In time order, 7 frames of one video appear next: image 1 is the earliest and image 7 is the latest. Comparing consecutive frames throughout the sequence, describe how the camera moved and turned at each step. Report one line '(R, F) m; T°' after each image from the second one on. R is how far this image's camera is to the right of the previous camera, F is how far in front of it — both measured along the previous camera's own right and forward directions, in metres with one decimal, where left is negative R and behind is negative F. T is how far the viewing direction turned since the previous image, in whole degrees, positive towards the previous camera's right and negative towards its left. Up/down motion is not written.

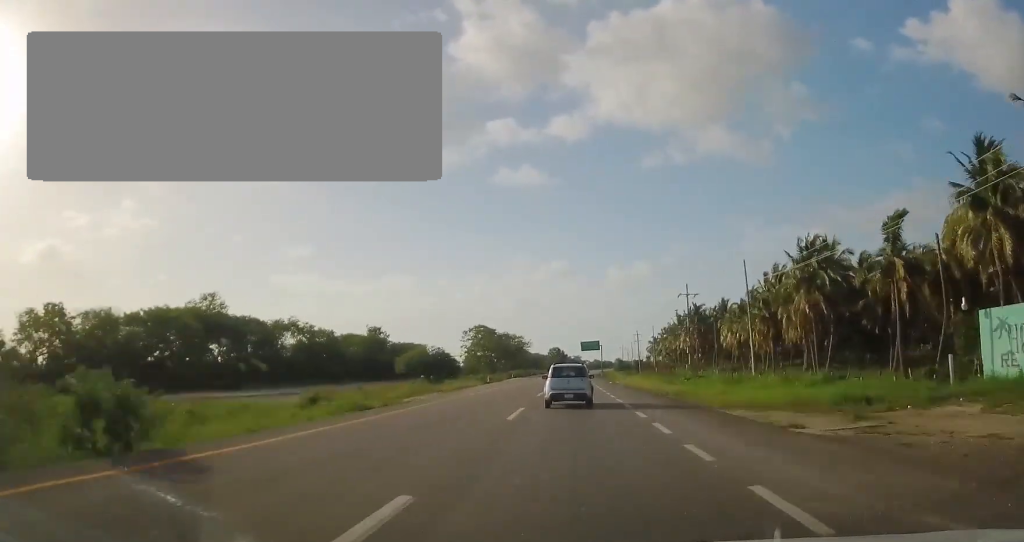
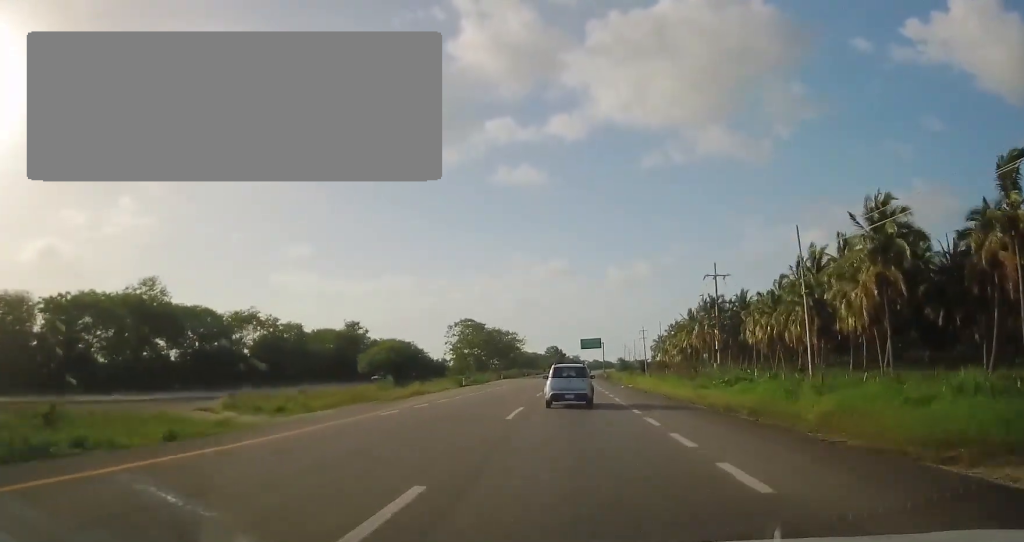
(+0.3, +14.5) m; +1°
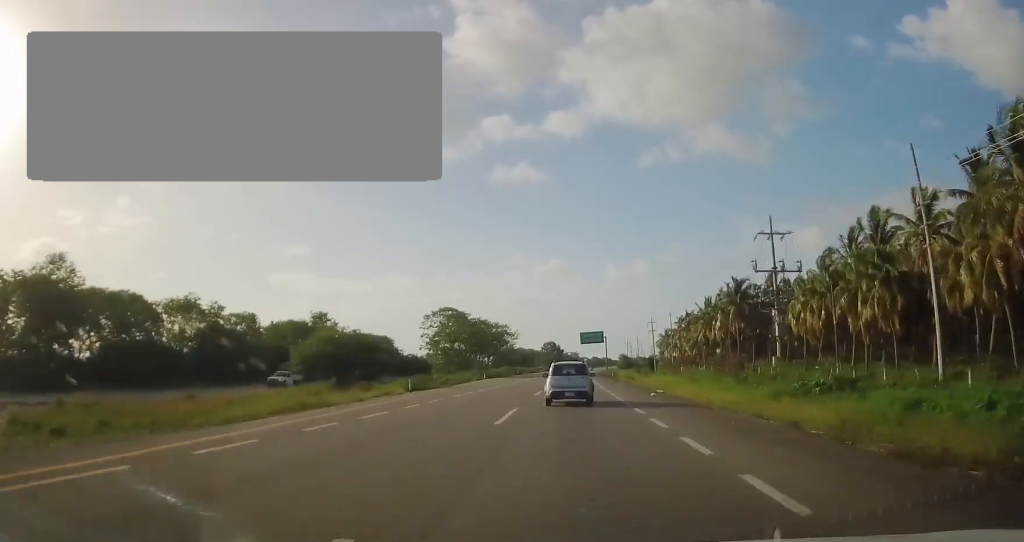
(0.0, +16.8) m; 0°
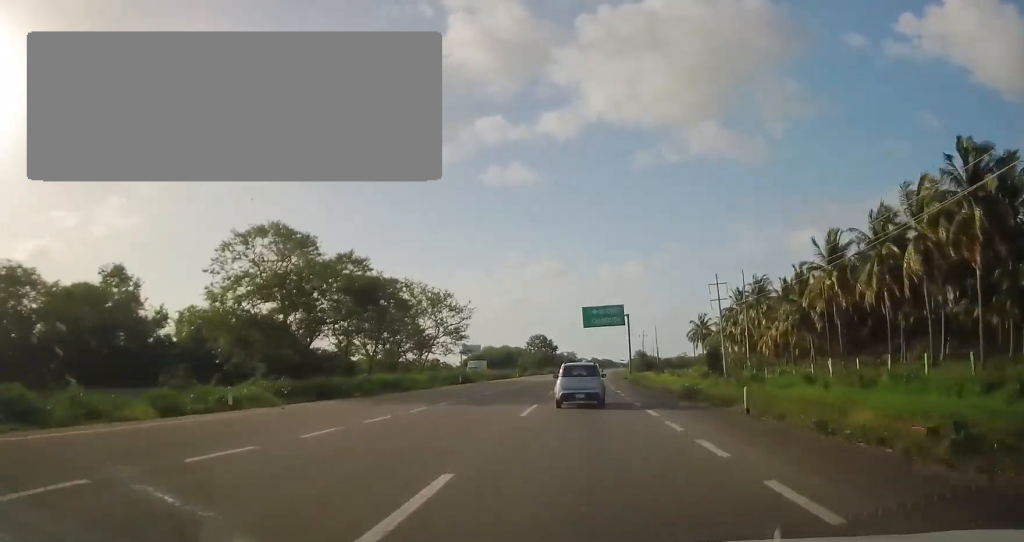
(+0.1, +55.7) m; 0°
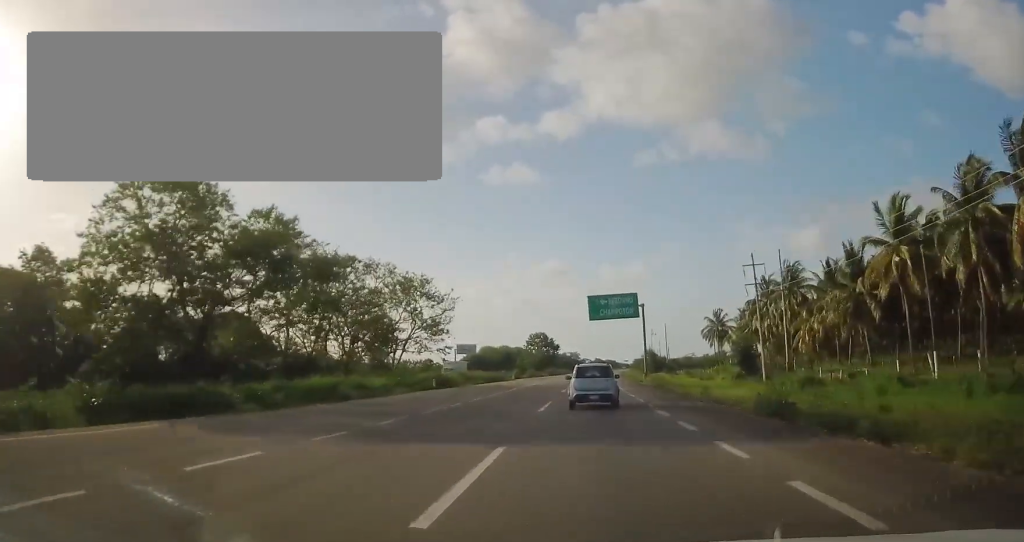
(0.0, +12.0) m; 0°
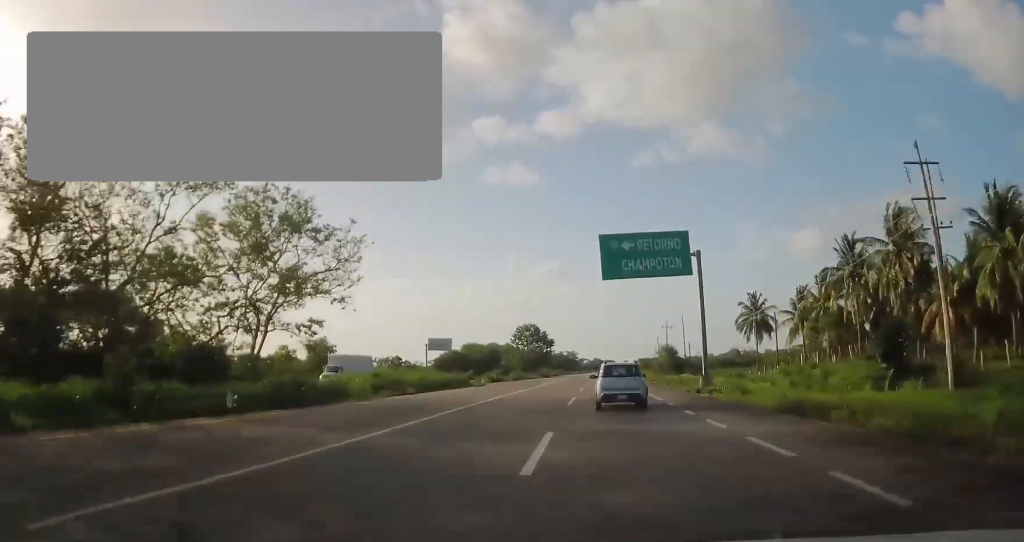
(-0.1, +26.9) m; 0°
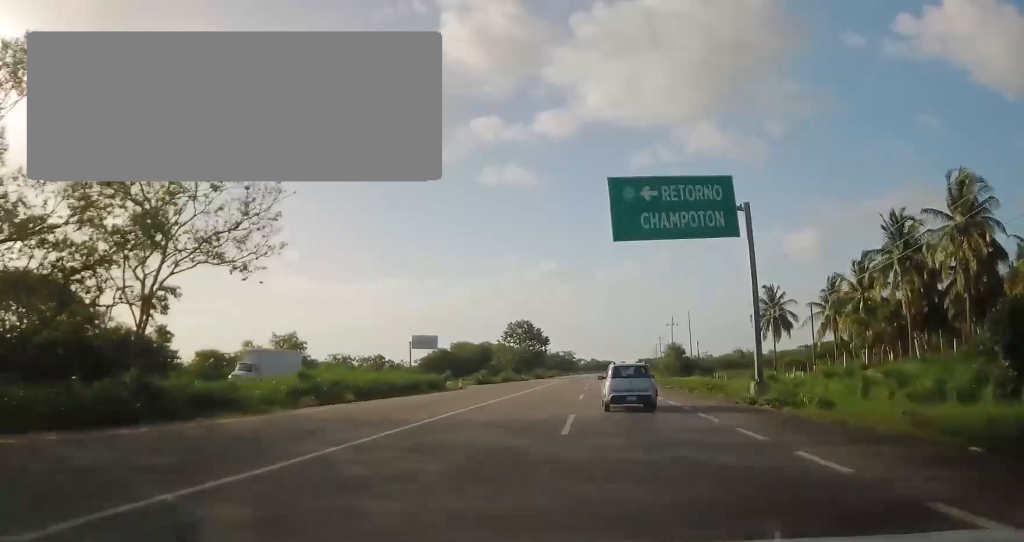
(0.0, +9.8) m; 0°
